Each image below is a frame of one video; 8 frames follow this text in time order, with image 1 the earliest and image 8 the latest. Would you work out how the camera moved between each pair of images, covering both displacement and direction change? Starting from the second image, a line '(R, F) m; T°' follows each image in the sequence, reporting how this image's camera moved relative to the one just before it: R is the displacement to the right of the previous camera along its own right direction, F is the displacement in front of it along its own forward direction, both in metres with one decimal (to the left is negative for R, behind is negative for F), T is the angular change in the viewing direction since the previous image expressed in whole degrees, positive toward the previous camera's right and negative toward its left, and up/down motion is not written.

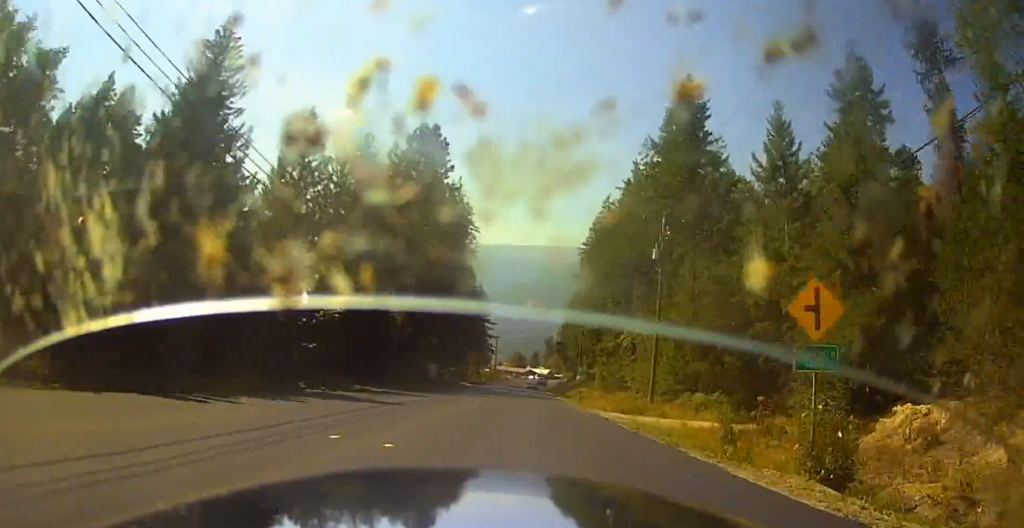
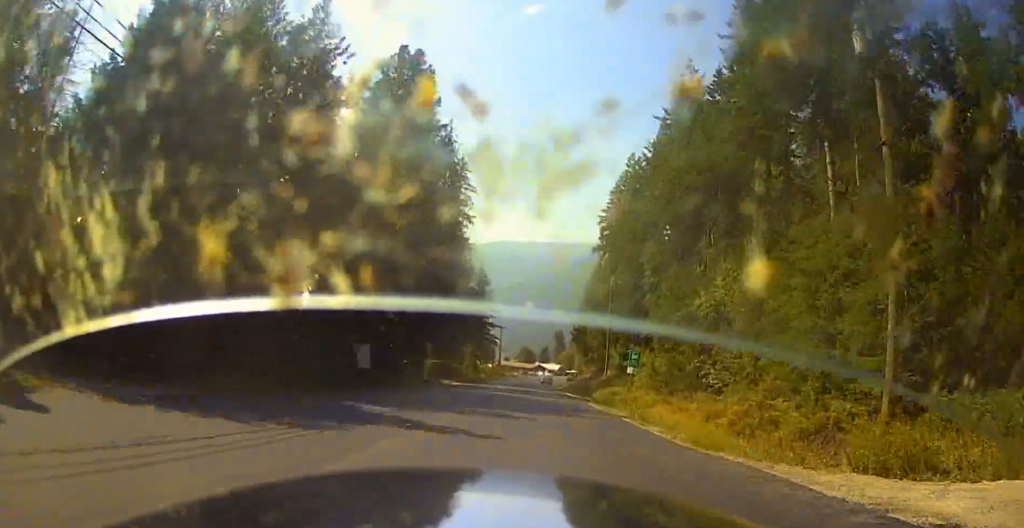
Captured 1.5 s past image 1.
(+0.4, +26.0) m; +2°
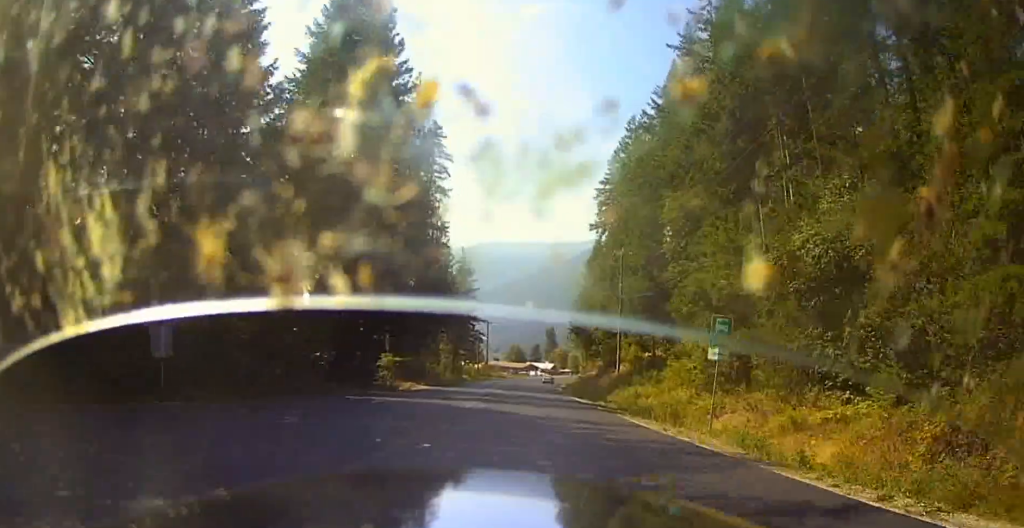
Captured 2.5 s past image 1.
(+0.2, +16.2) m; +1°
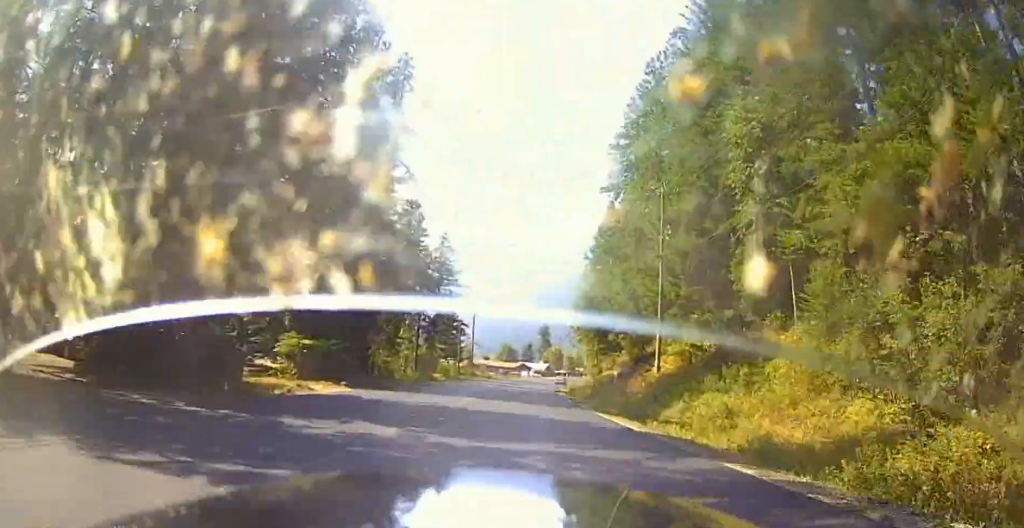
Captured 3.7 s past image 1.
(0.0, +19.3) m; 0°
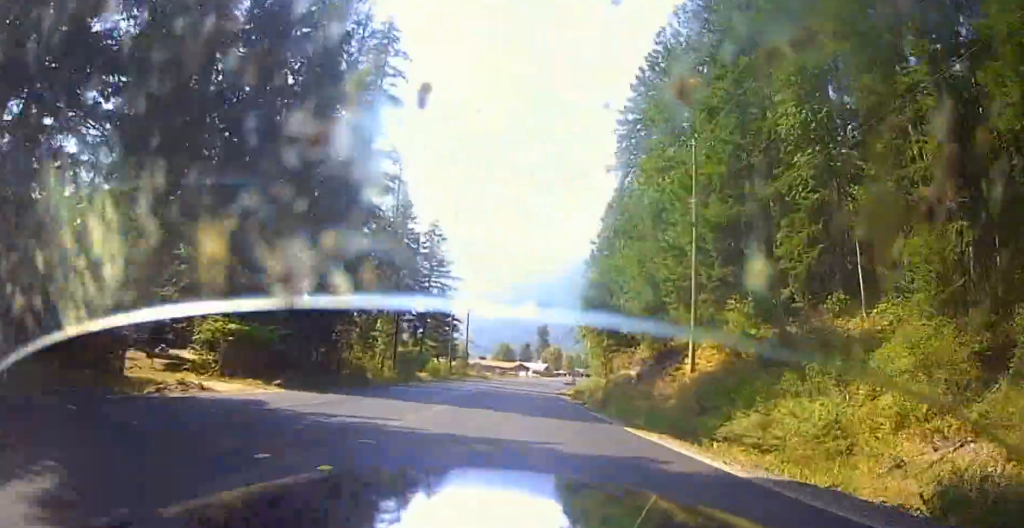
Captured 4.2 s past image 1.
(0.0, +8.3) m; +1°
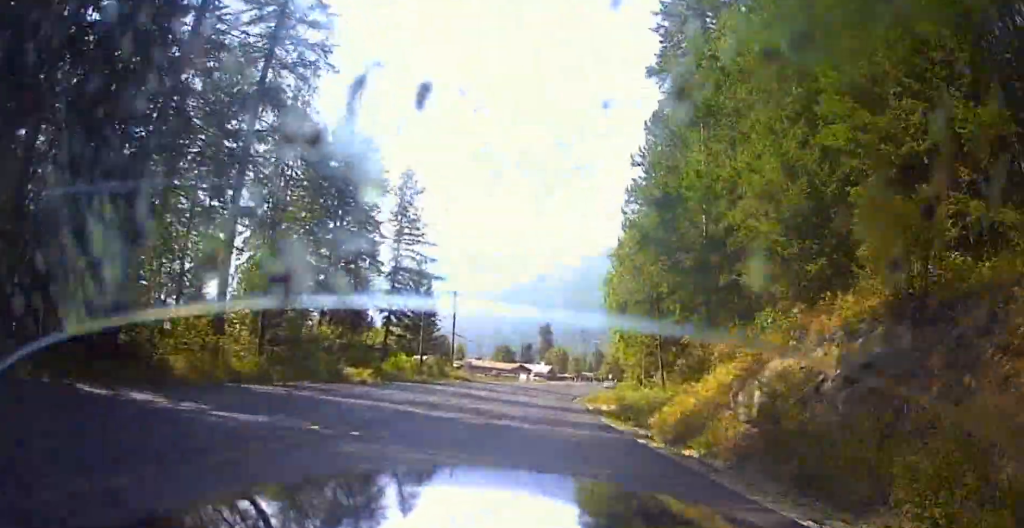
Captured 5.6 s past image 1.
(+1.0, +23.5) m; +6°
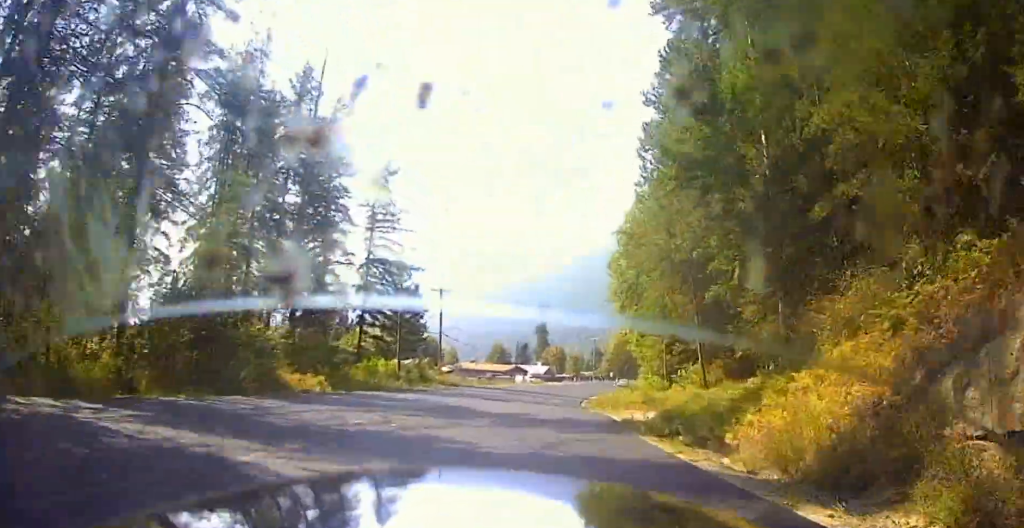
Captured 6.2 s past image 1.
(+0.2, +8.2) m; +2°
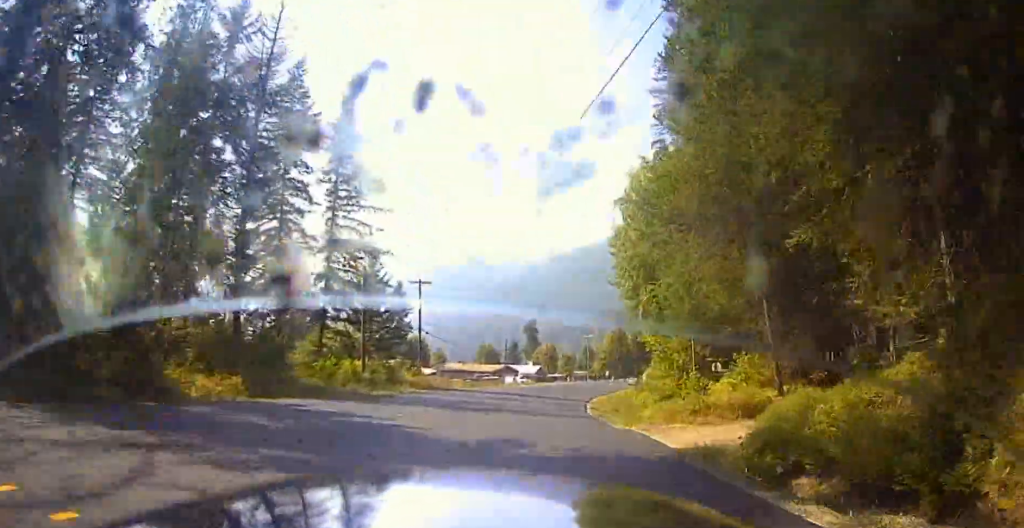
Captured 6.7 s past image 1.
(0.0, +8.2) m; +2°
